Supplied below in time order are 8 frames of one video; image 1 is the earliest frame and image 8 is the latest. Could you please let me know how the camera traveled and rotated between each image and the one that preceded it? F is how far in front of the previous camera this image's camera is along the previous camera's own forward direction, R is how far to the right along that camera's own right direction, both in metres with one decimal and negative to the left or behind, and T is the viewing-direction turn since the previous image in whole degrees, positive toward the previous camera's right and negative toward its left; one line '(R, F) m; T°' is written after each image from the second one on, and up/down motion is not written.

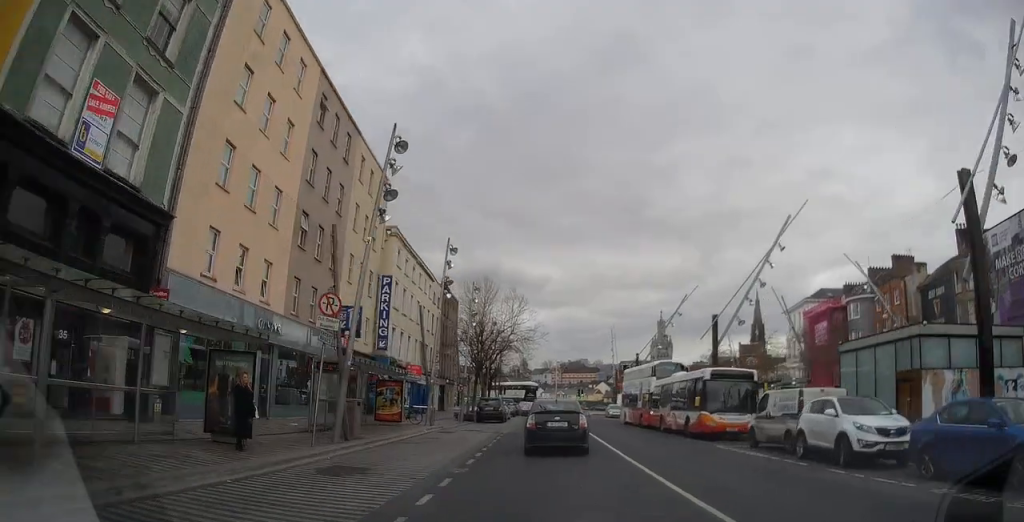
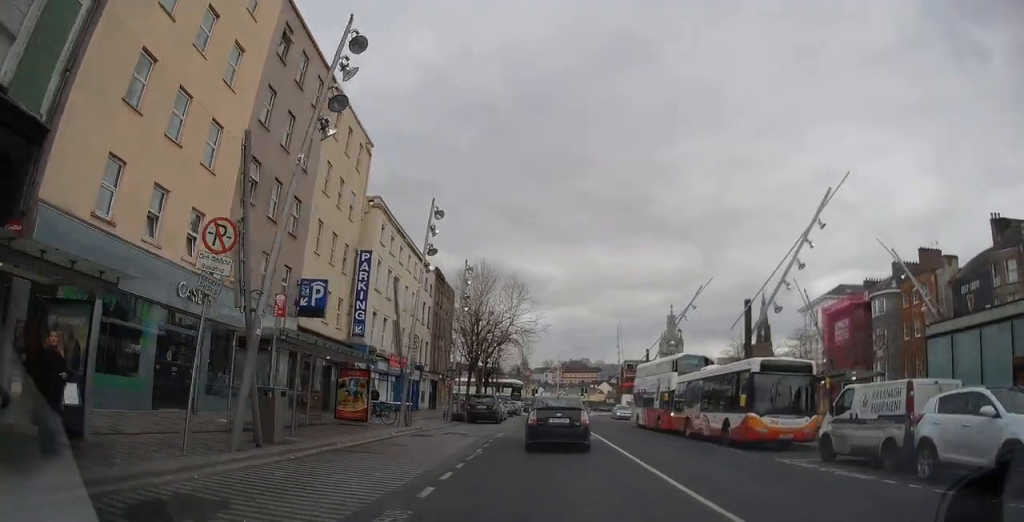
(0.0, +5.8) m; 0°
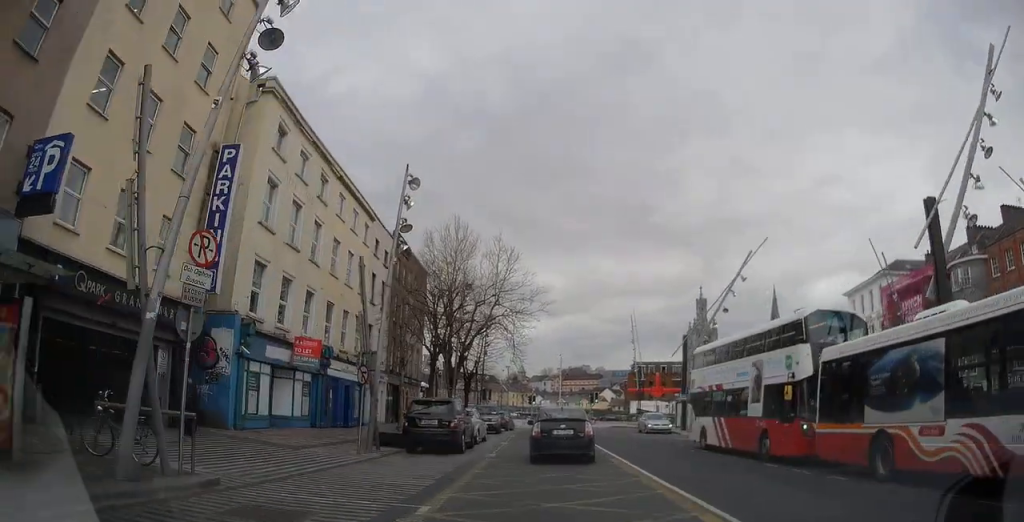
(0.0, +16.9) m; +1°
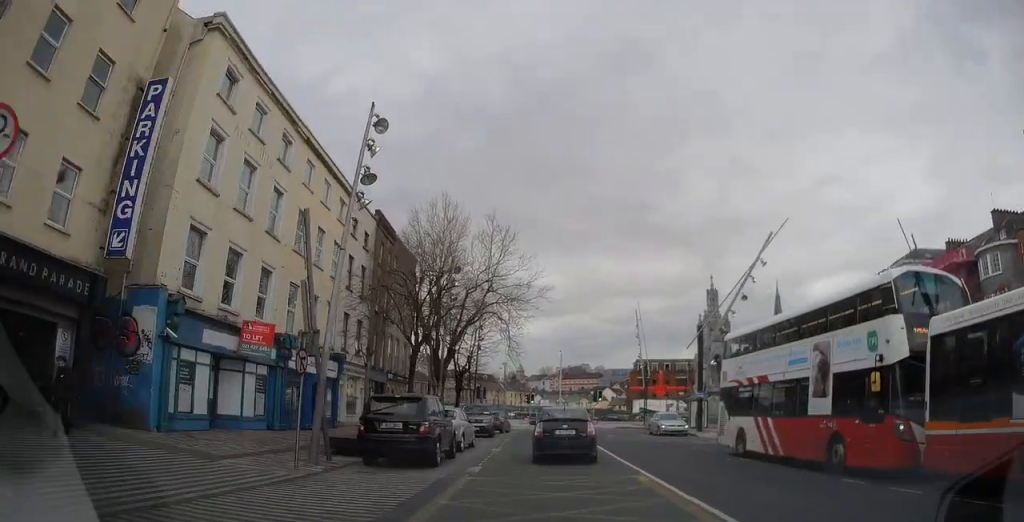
(0.0, +4.9) m; 0°
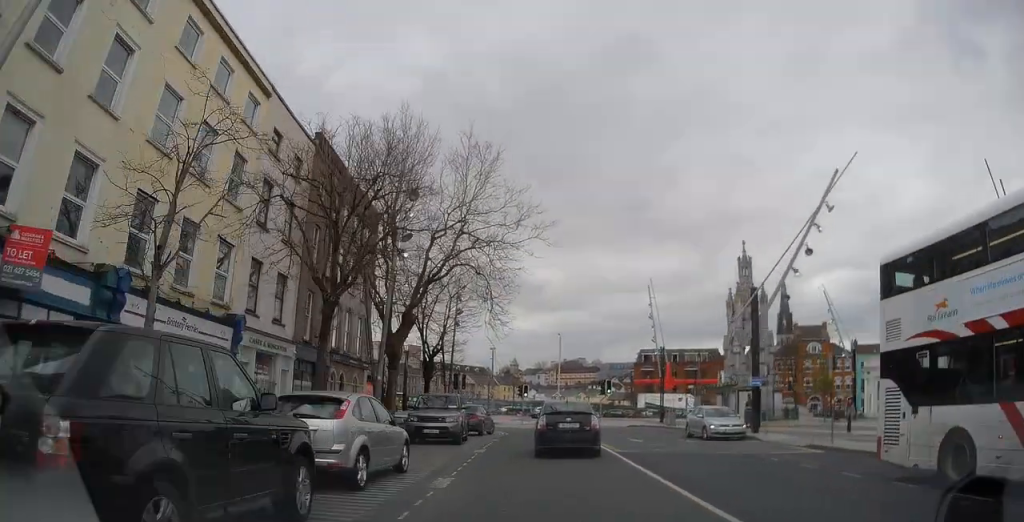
(-0.1, +11.5) m; +1°
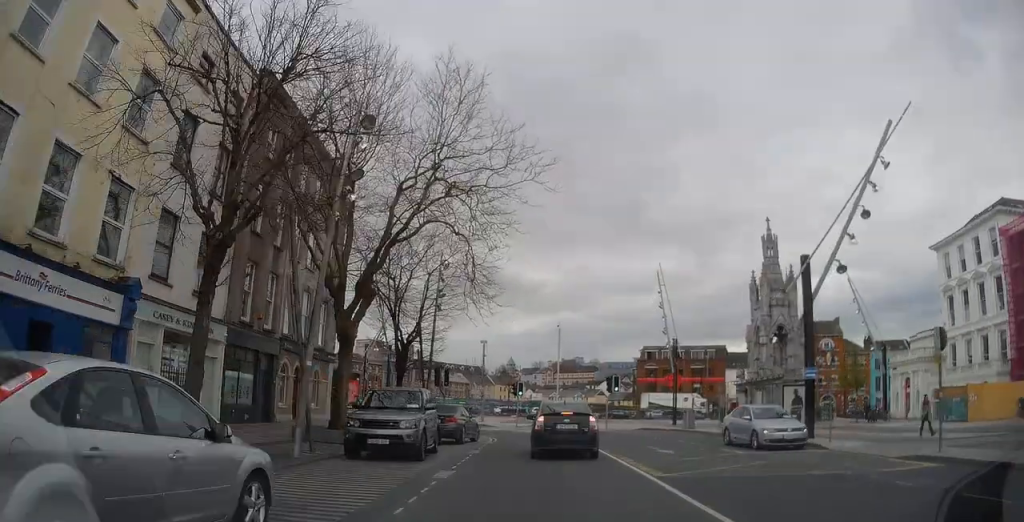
(+0.1, +6.6) m; +1°
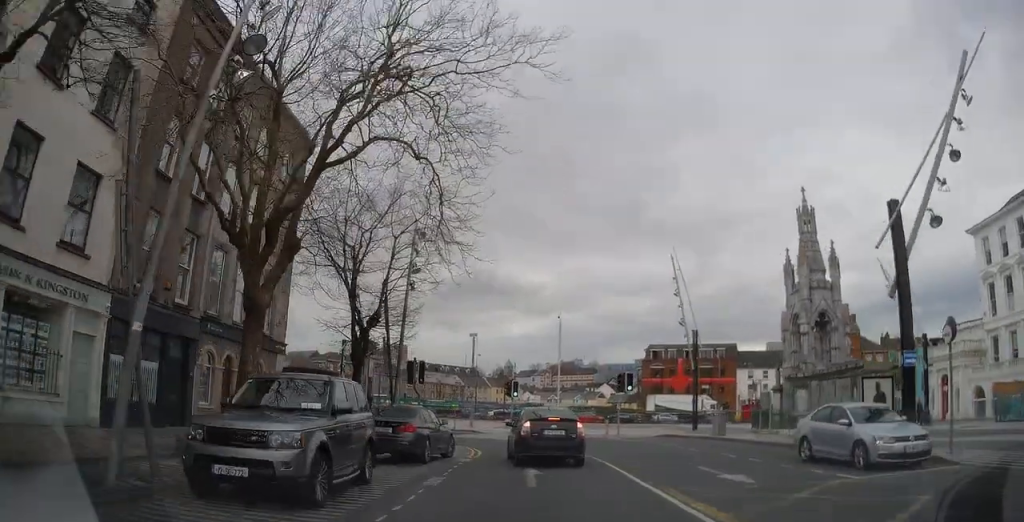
(+0.1, +7.2) m; 0°
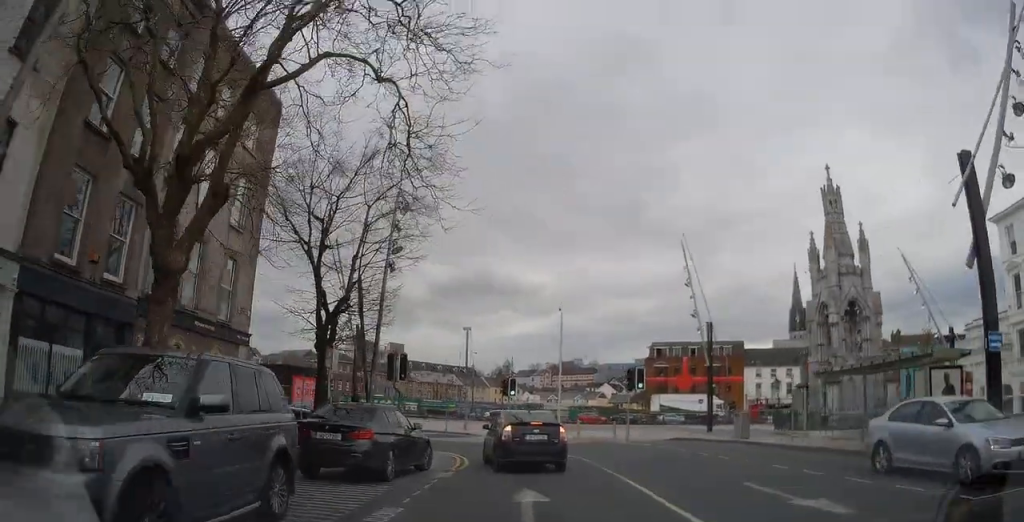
(0.0, +4.0) m; 0°
